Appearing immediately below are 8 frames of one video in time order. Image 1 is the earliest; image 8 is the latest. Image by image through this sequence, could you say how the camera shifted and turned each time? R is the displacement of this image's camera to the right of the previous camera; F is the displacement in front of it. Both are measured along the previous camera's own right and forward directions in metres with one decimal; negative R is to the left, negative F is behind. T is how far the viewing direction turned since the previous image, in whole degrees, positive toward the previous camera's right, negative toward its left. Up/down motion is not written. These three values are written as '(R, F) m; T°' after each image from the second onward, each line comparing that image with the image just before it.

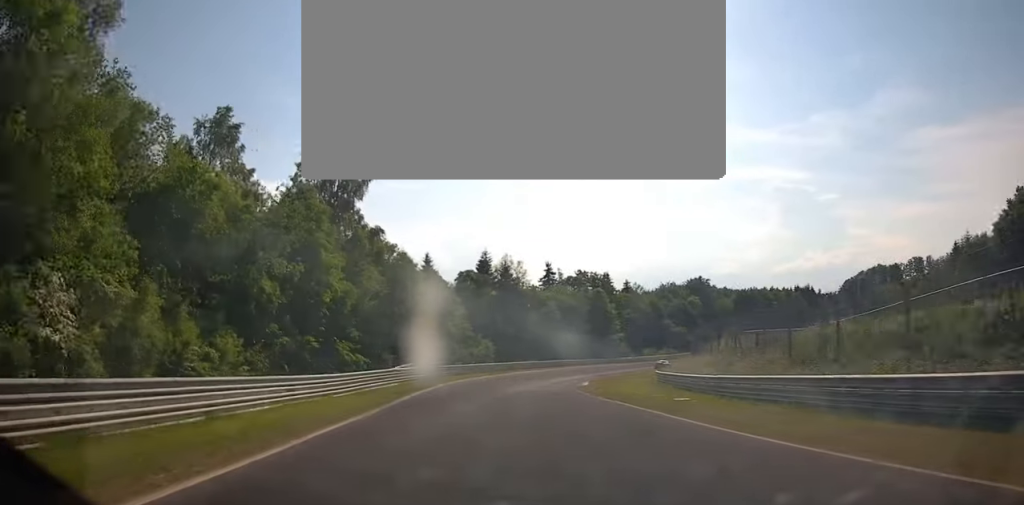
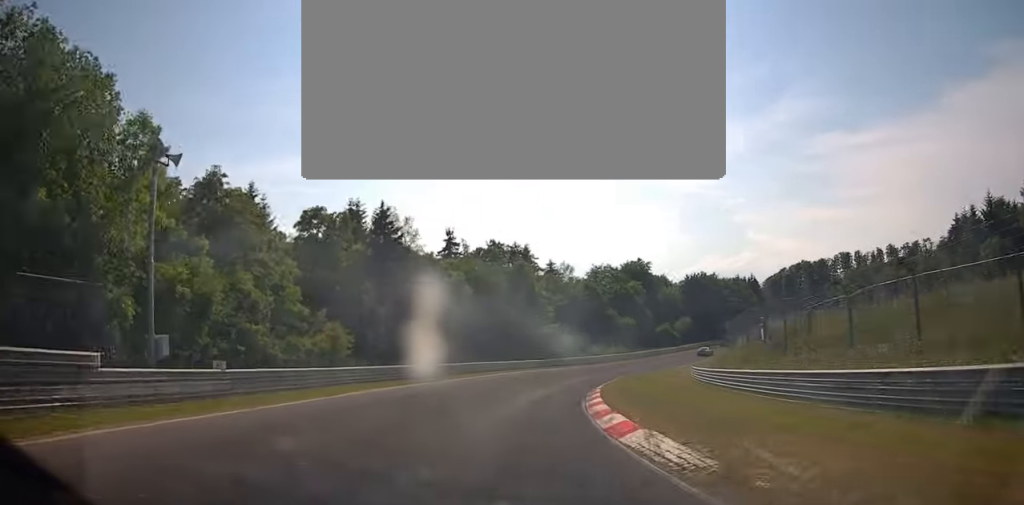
(+3.2, +34.0) m; +12°
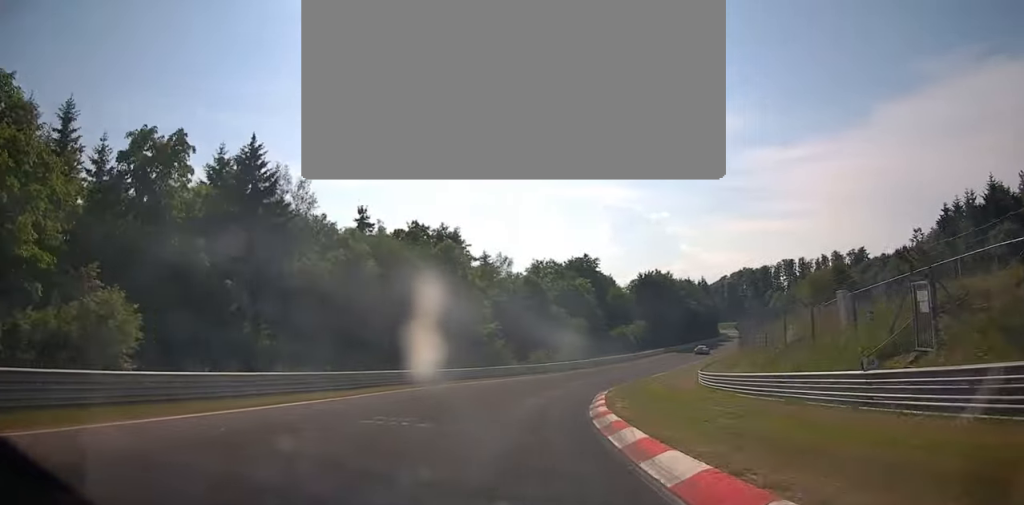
(+1.1, +17.6) m; +7°
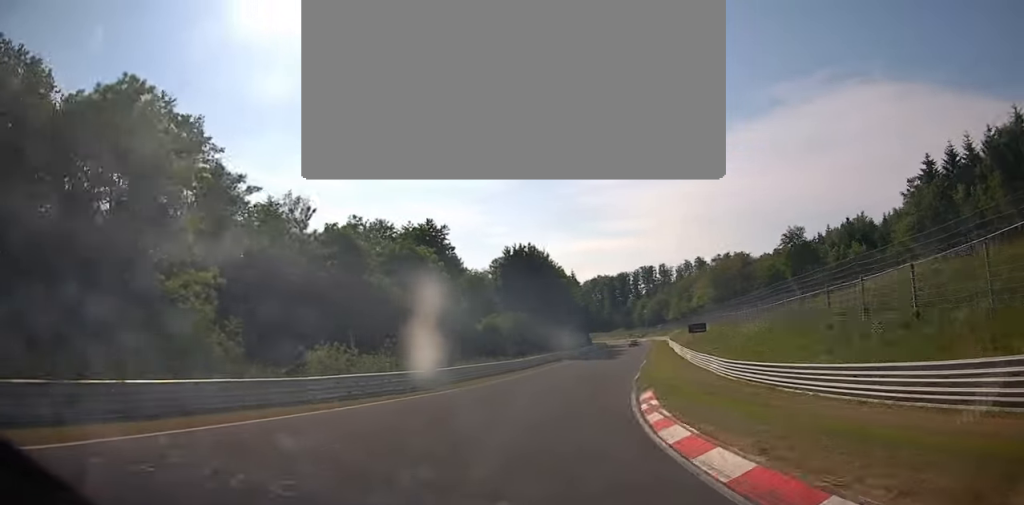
(+5.3, +38.2) m; +15°
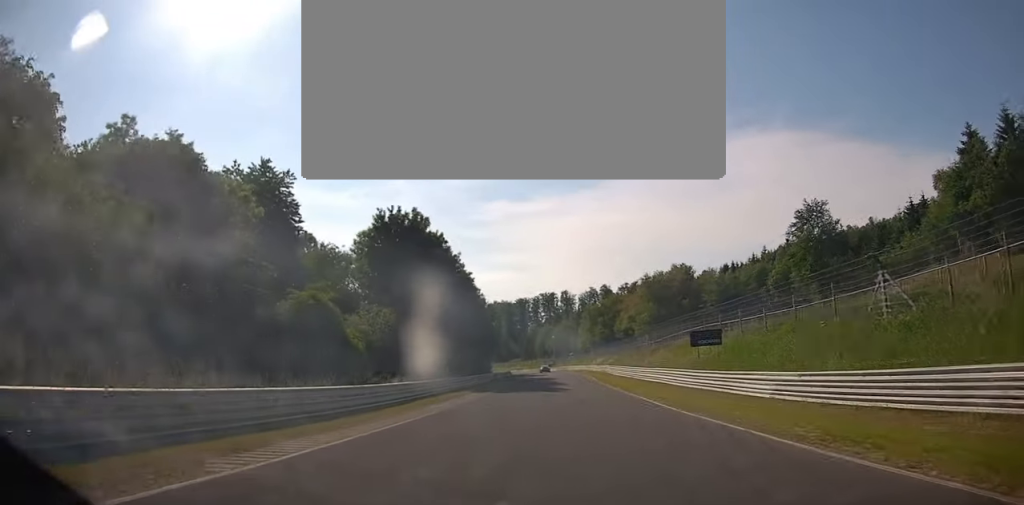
(+2.7, +30.3) m; +8°
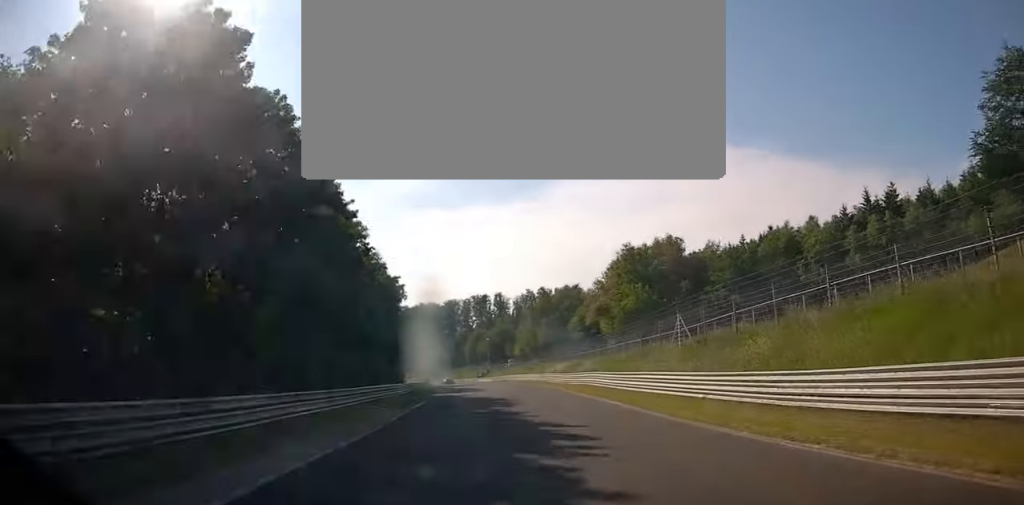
(+1.7, +34.9) m; +3°
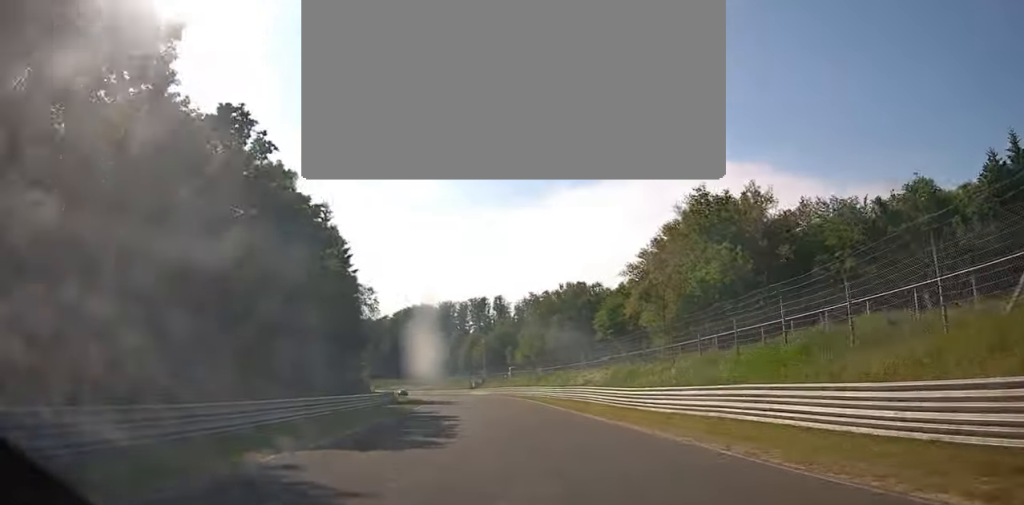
(+0.3, +28.0) m; -2°
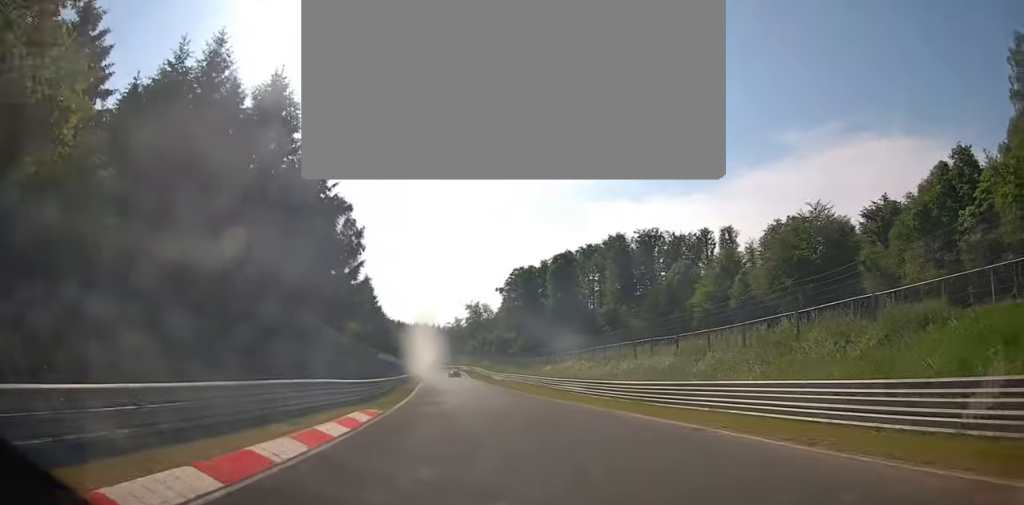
(-14.0, +101.3) m; -18°
